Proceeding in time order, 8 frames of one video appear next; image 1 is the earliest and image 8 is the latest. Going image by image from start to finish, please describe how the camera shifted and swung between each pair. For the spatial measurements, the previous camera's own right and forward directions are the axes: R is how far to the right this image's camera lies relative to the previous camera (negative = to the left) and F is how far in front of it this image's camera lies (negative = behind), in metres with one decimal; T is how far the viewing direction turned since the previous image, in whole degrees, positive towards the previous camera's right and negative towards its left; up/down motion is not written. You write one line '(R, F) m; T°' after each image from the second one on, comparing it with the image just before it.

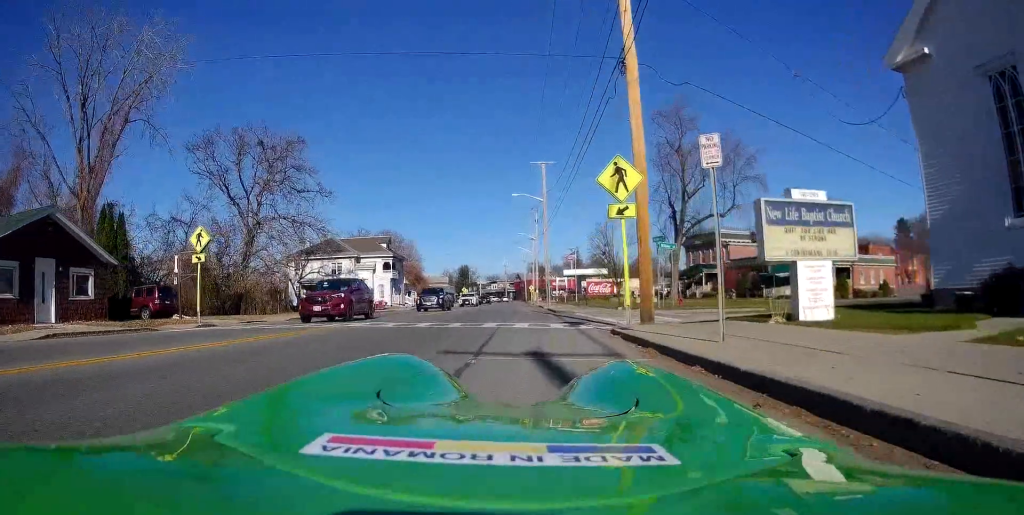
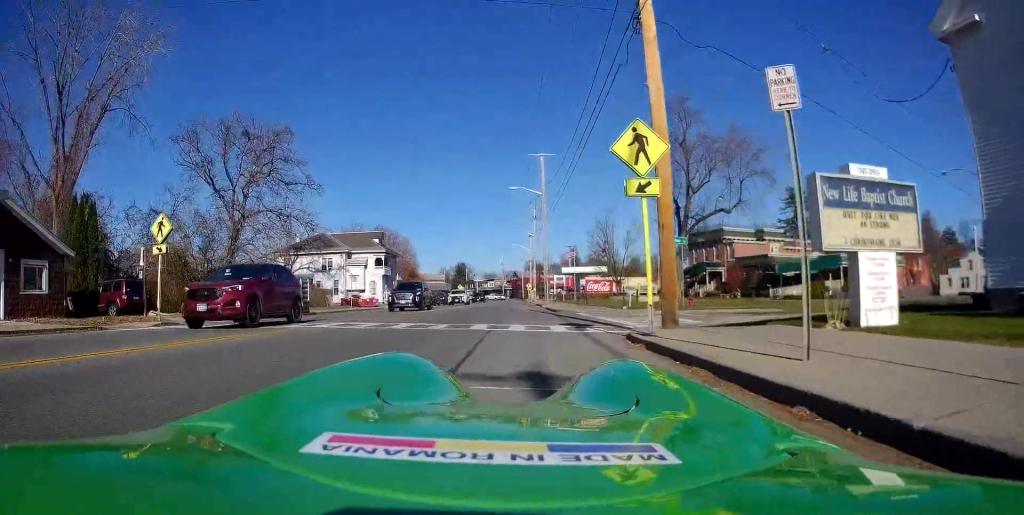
(+0.2, +2.7) m; 0°
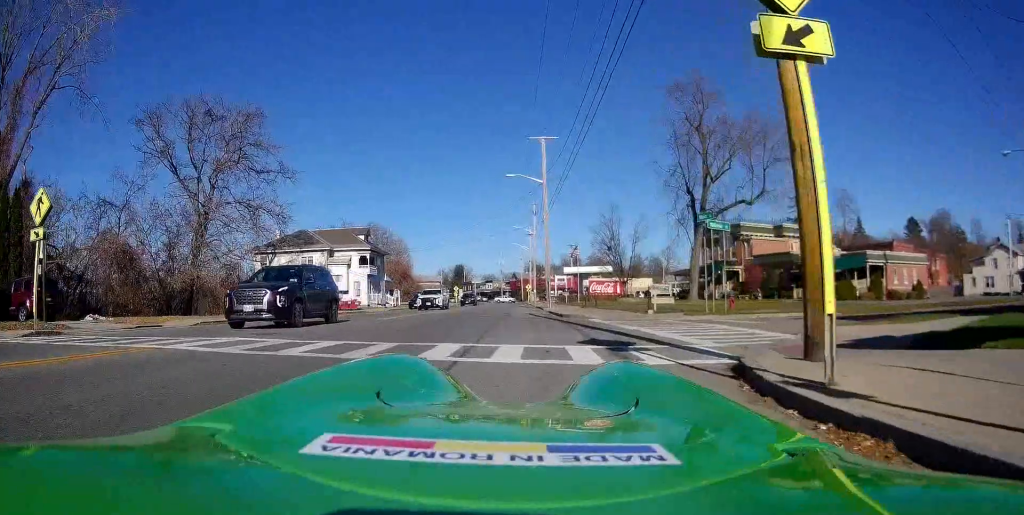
(0.0, +6.1) m; -2°
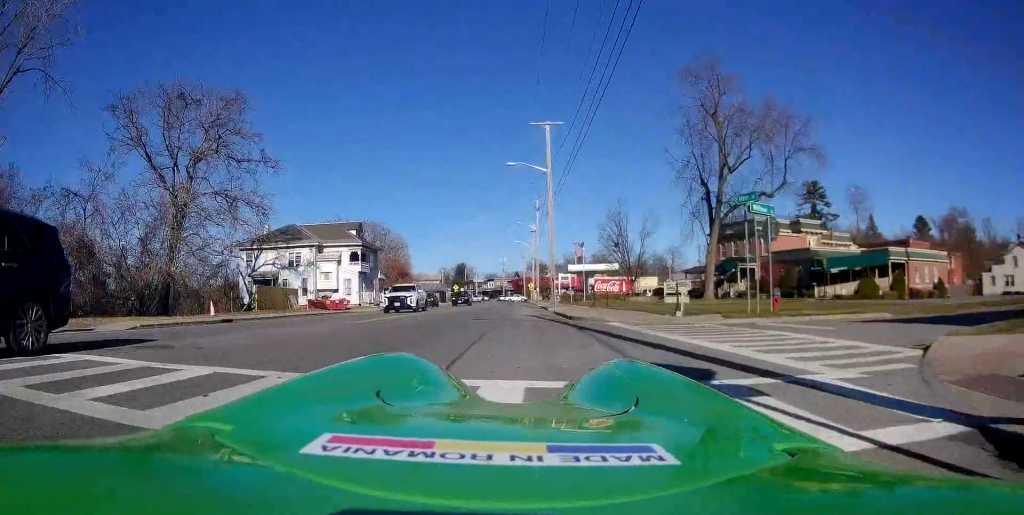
(-0.1, +4.0) m; -1°
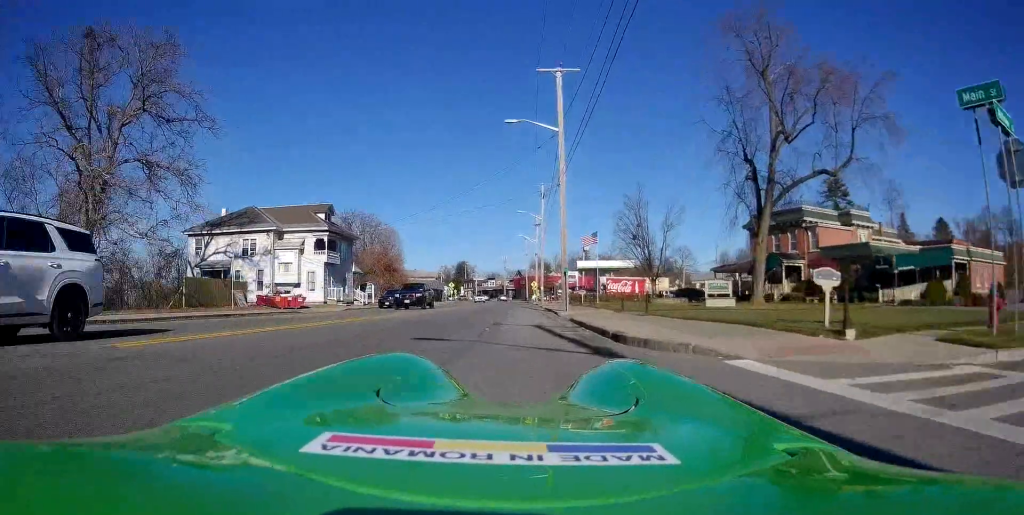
(+0.4, +10.6) m; +6°
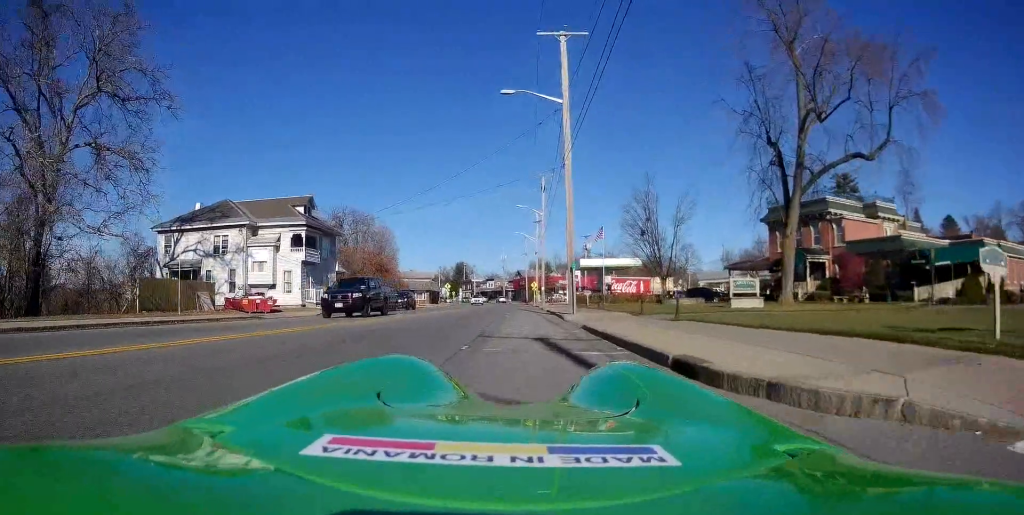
(+0.1, +4.9) m; +1°
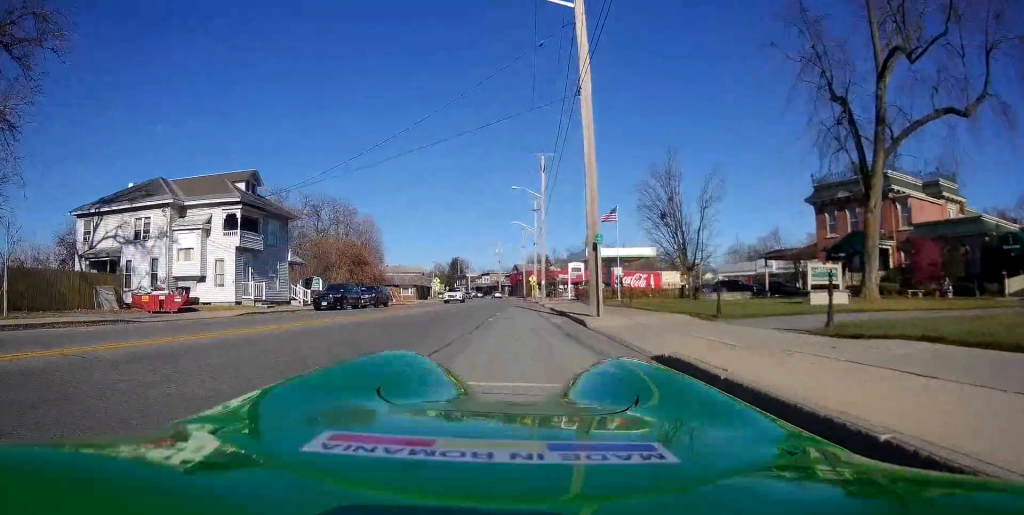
(-0.1, +9.8) m; -1°
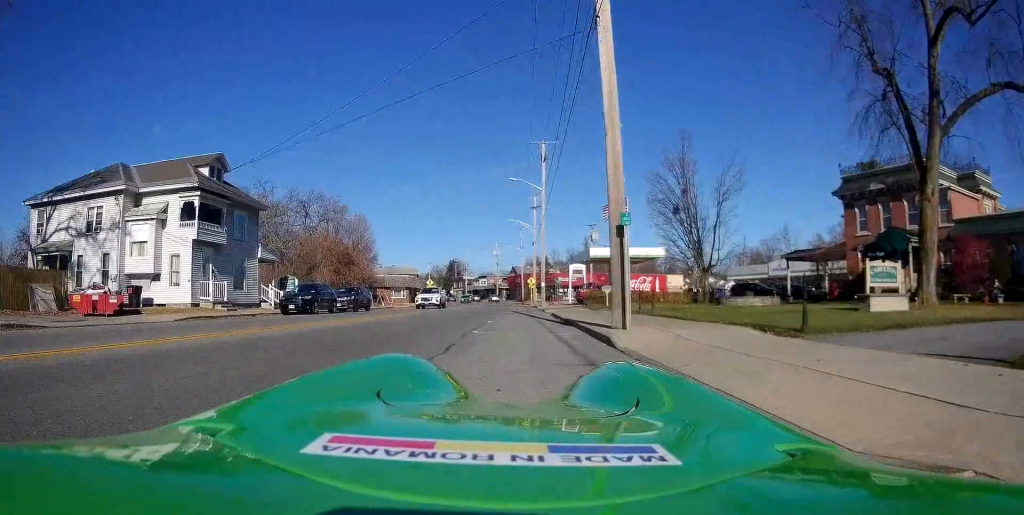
(0.0, +4.7) m; -2°
